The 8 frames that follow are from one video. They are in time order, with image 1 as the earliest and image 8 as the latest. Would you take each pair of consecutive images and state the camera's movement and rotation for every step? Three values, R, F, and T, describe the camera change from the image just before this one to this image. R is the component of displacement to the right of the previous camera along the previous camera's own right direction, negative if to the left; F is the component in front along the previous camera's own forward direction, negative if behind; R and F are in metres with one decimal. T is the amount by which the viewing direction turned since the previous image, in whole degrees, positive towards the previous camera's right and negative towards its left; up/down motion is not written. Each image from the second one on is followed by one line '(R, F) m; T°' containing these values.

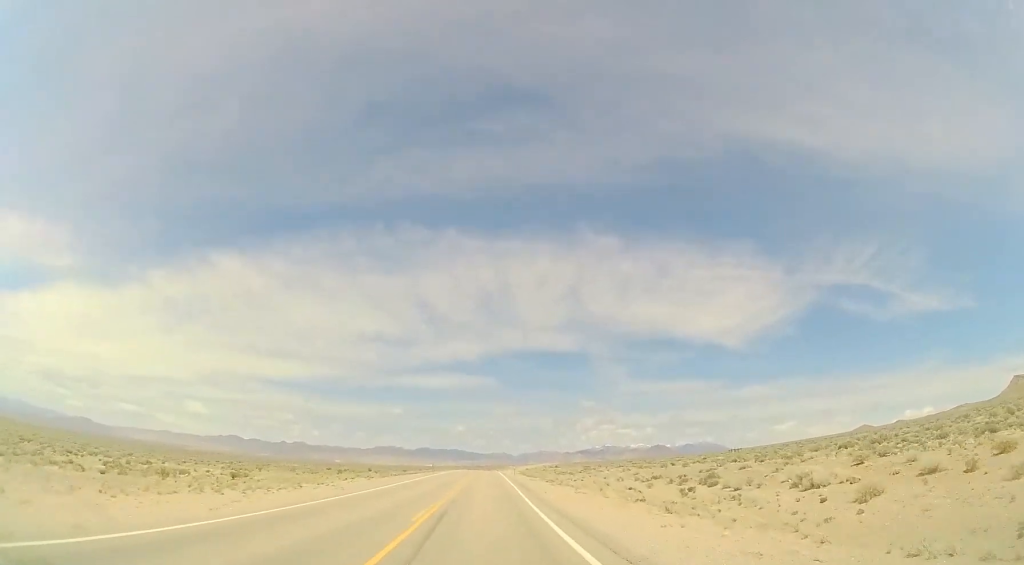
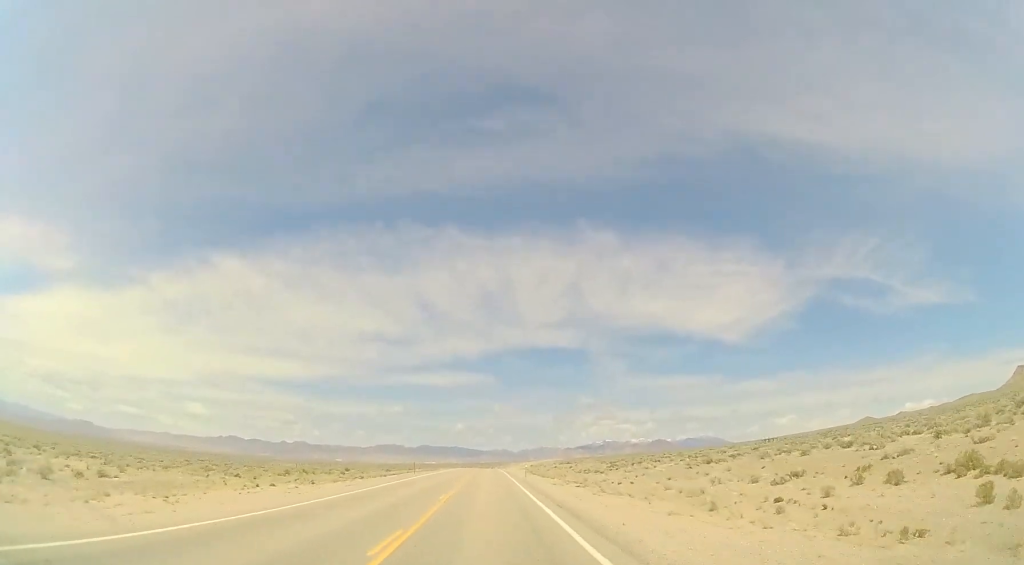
(-0.2, +18.6) m; -1°
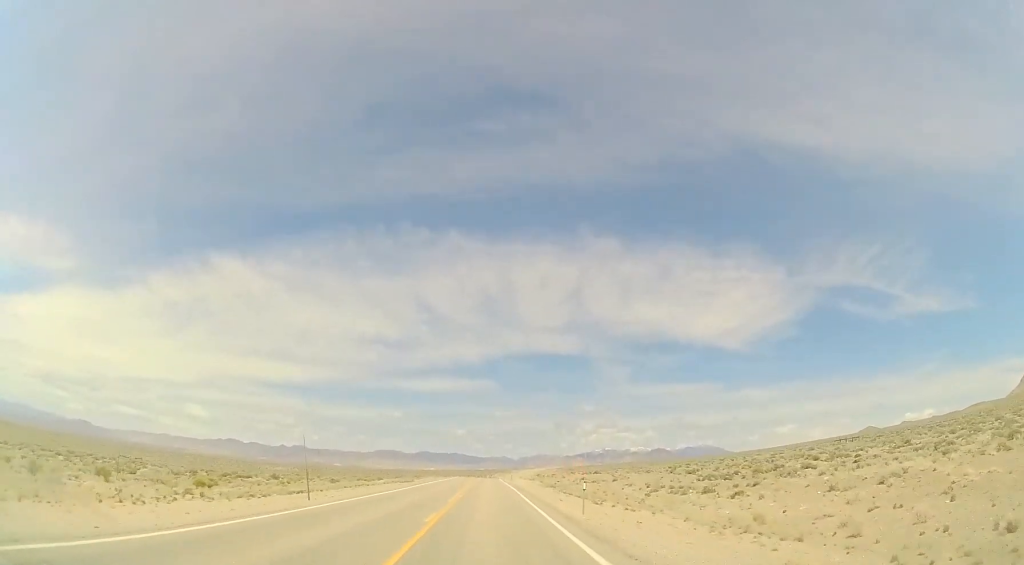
(-0.2, +31.7) m; -1°
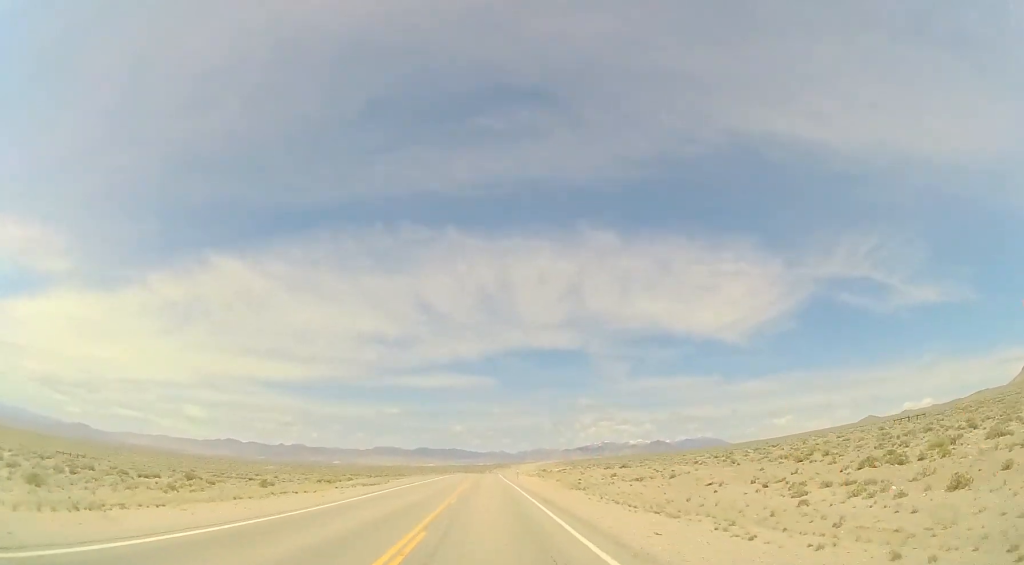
(0.0, +17.8) m; 0°
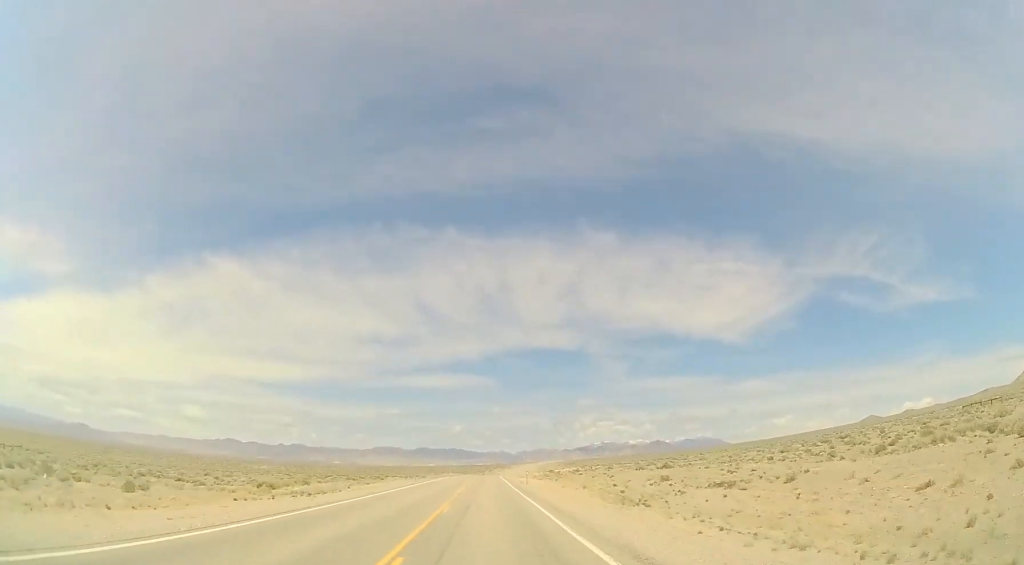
(0.0, +15.8) m; 0°
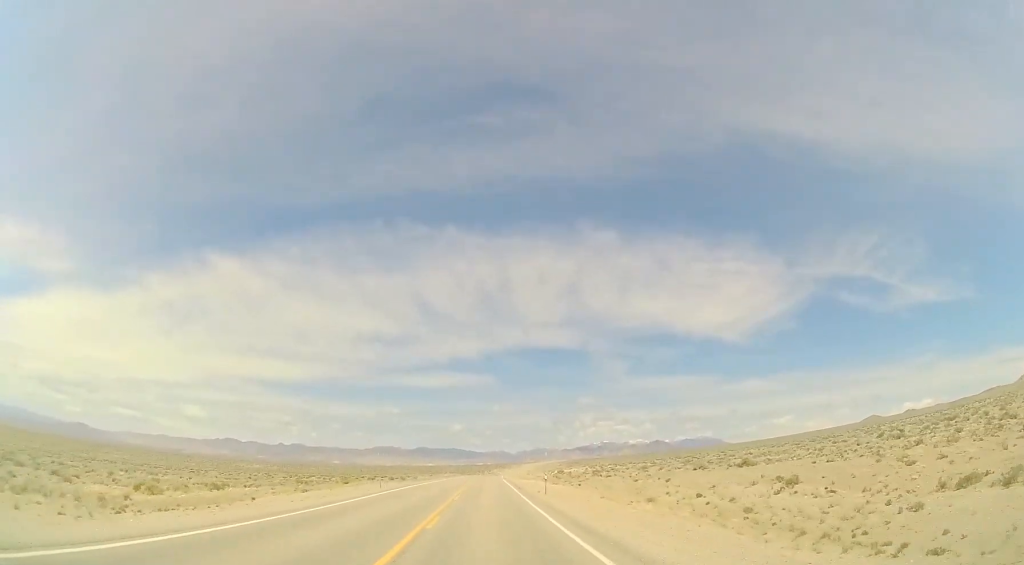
(0.0, +16.6) m; 0°
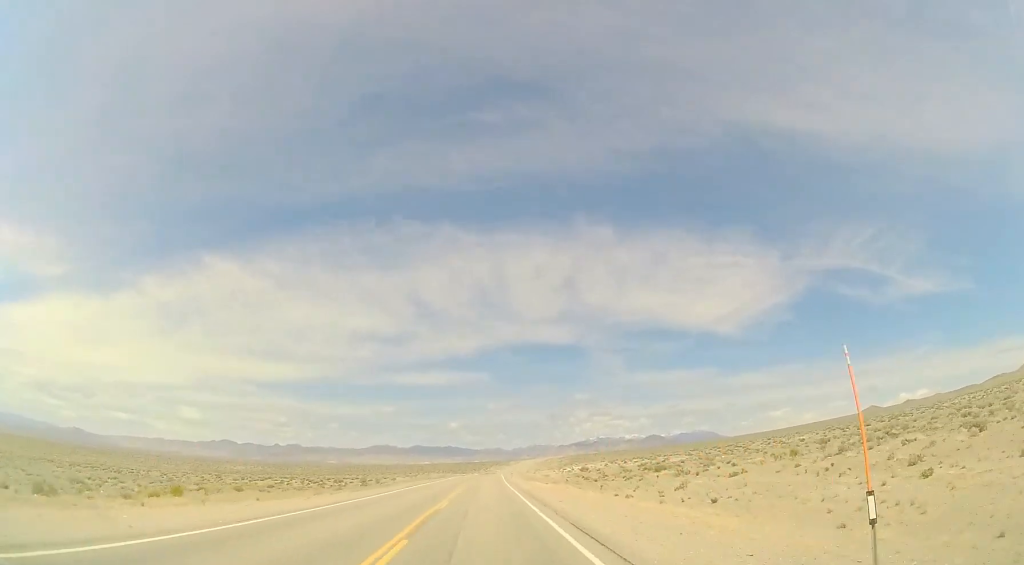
(-0.2, +29.5) m; 0°
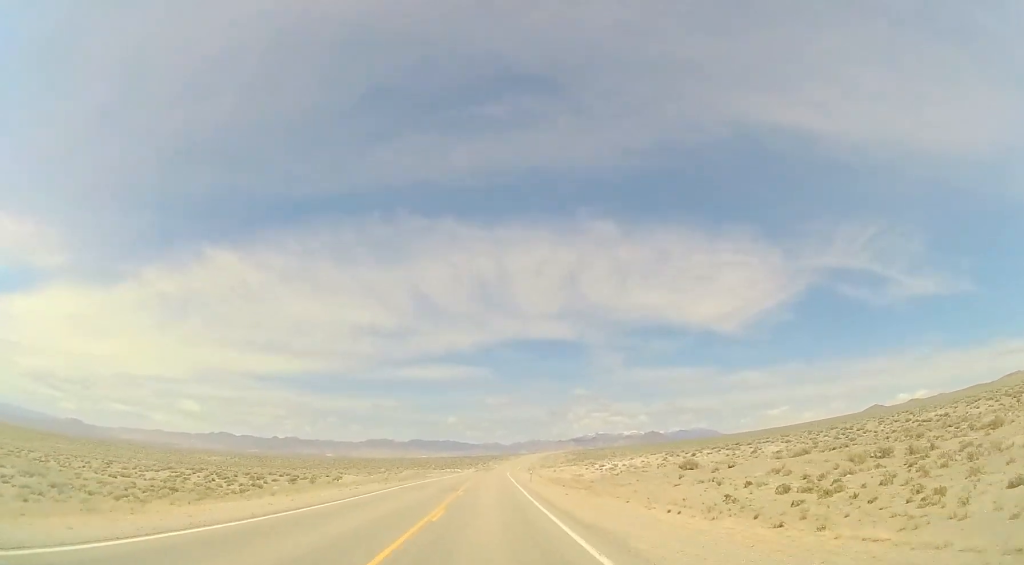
(+0.6, +41.8) m; +1°
